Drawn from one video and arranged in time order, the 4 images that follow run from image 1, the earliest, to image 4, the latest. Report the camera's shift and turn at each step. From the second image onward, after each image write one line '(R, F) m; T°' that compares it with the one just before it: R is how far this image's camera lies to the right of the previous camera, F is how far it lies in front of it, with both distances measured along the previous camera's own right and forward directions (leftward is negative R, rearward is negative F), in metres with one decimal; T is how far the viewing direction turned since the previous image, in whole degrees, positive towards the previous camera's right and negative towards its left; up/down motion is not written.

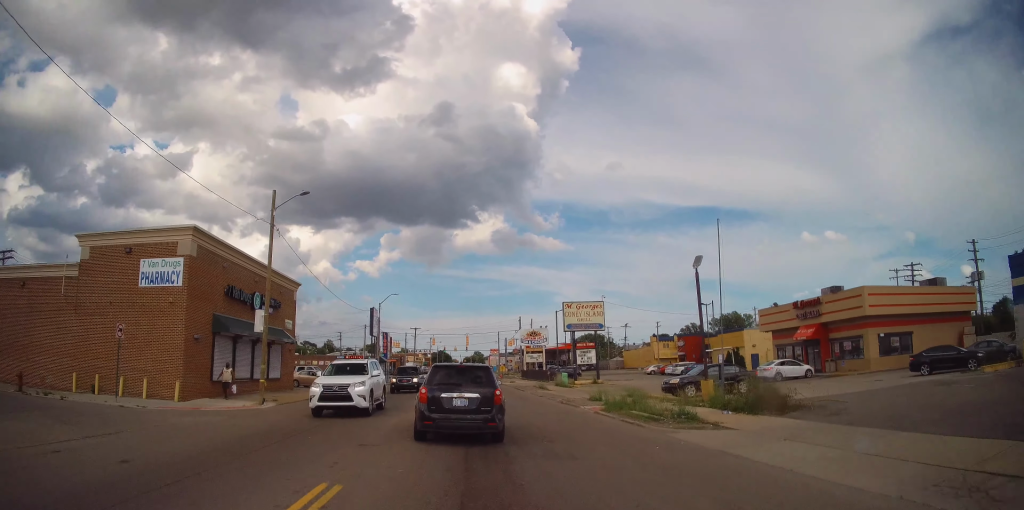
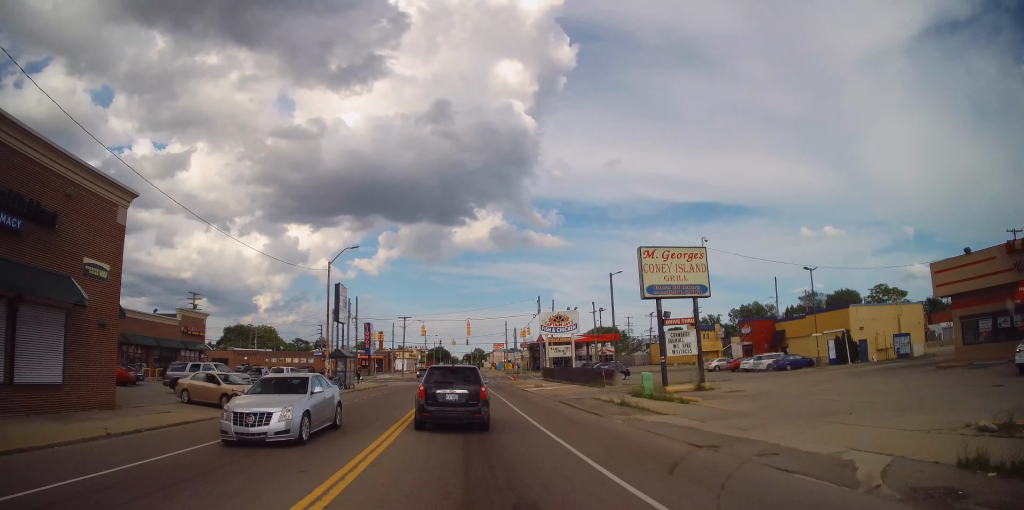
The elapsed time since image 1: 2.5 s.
(-0.5, +21.6) m; +1°
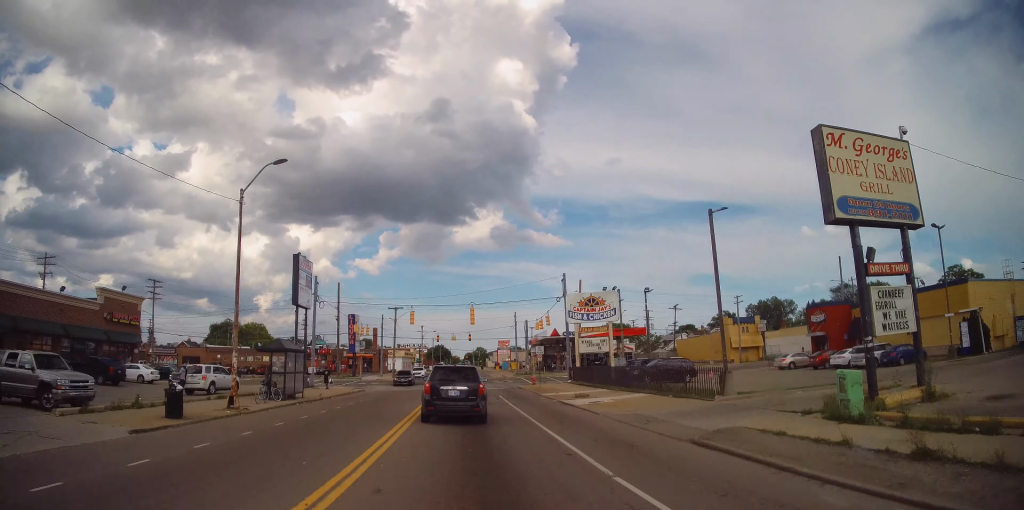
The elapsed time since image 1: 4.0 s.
(+0.1, +14.6) m; -1°
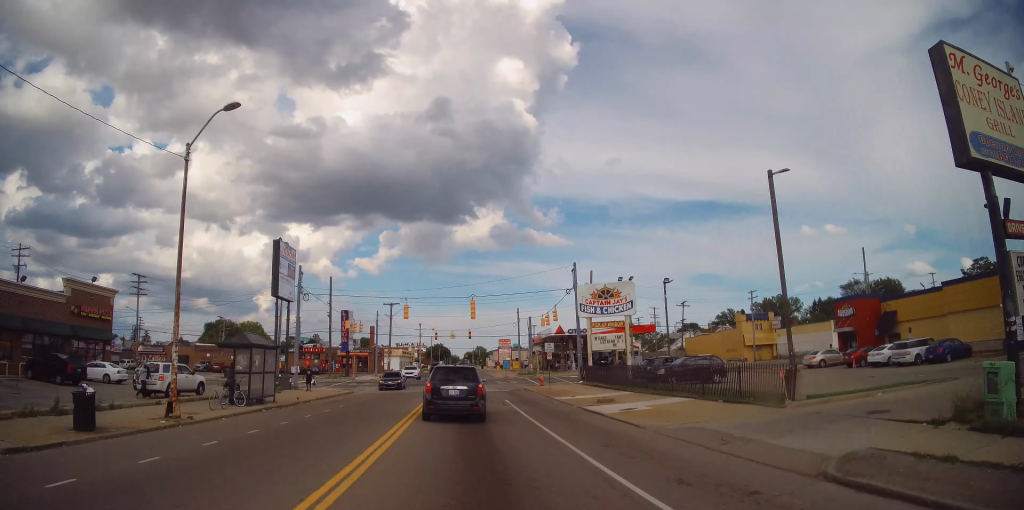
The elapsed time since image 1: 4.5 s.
(+0.1, +4.5) m; -1°
